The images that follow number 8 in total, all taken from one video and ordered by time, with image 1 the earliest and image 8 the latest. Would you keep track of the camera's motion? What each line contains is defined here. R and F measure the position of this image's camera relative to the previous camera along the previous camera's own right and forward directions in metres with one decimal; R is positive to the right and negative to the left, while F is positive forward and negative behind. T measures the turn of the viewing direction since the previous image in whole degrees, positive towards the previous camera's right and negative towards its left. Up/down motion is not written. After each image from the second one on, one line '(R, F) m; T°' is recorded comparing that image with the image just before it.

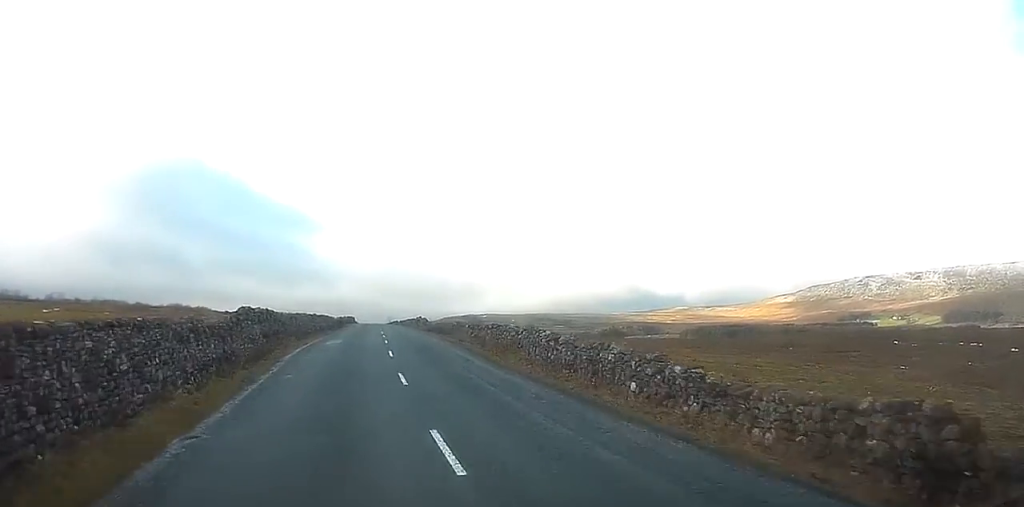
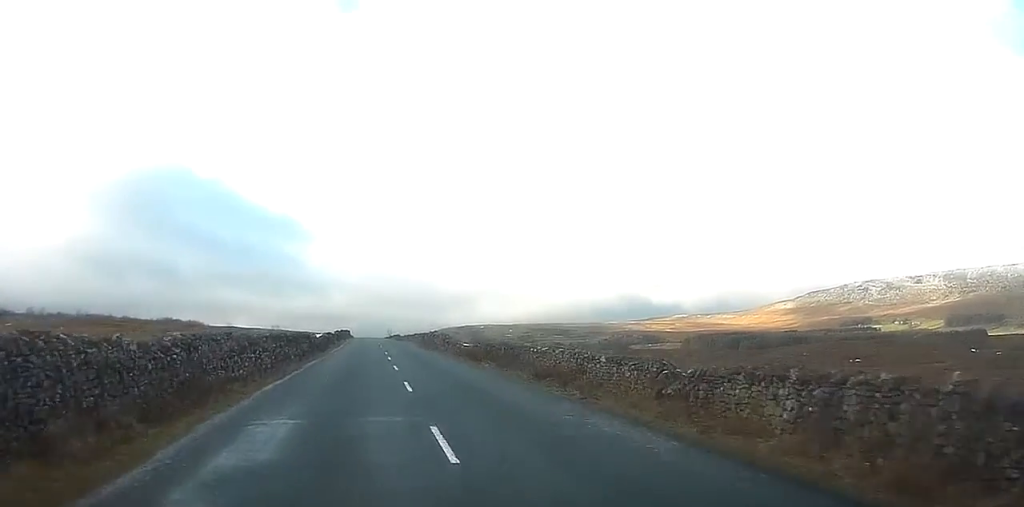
(-0.1, +26.2) m; 0°
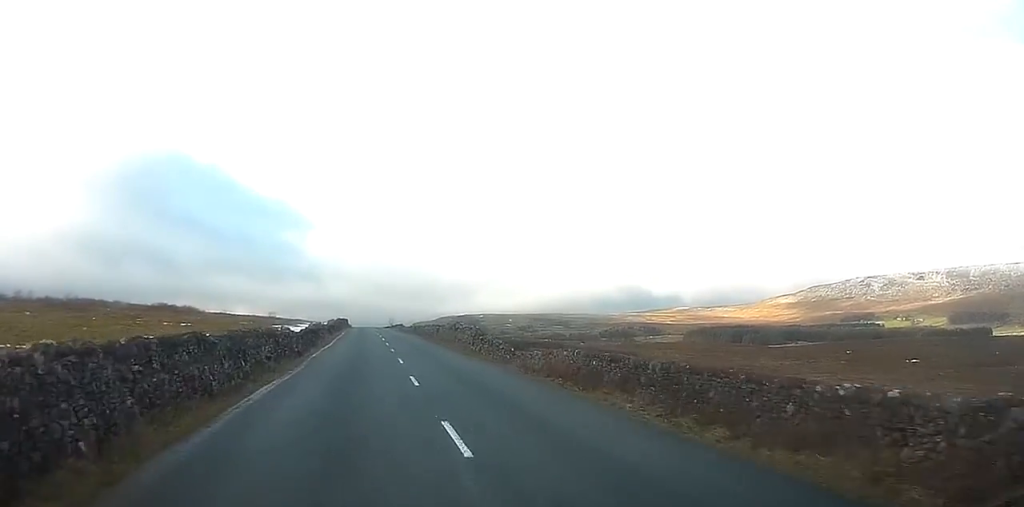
(+0.1, +17.7) m; 0°
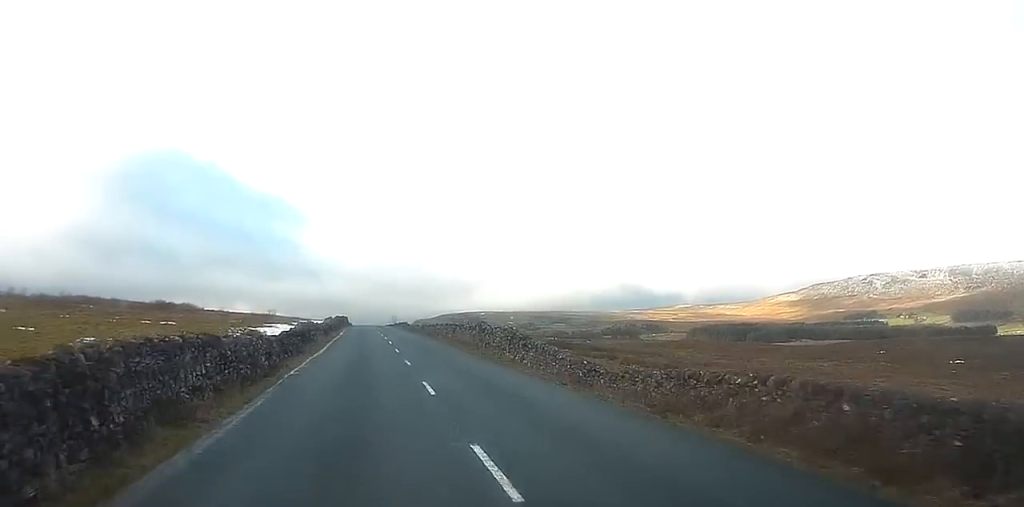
(+0.2, +11.2) m; 0°
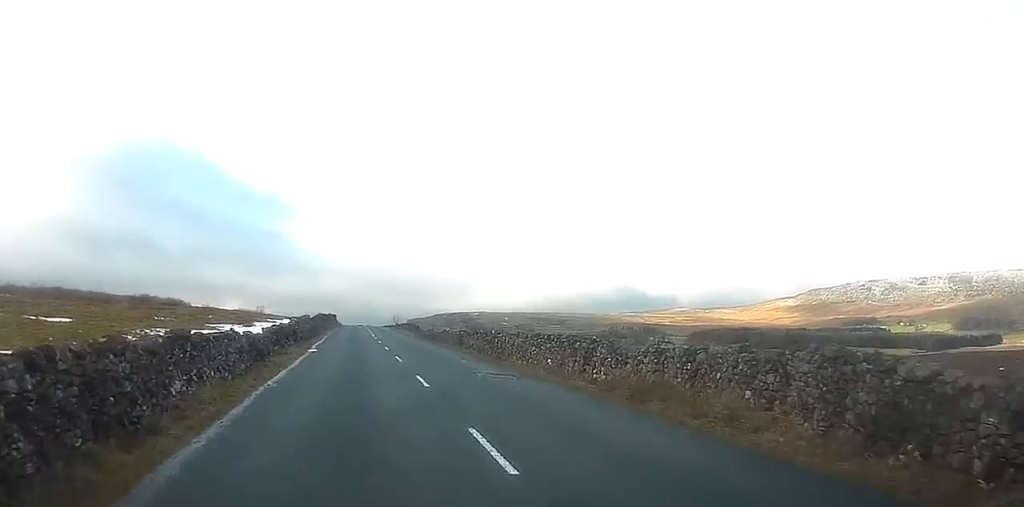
(-0.3, +35.1) m; 0°
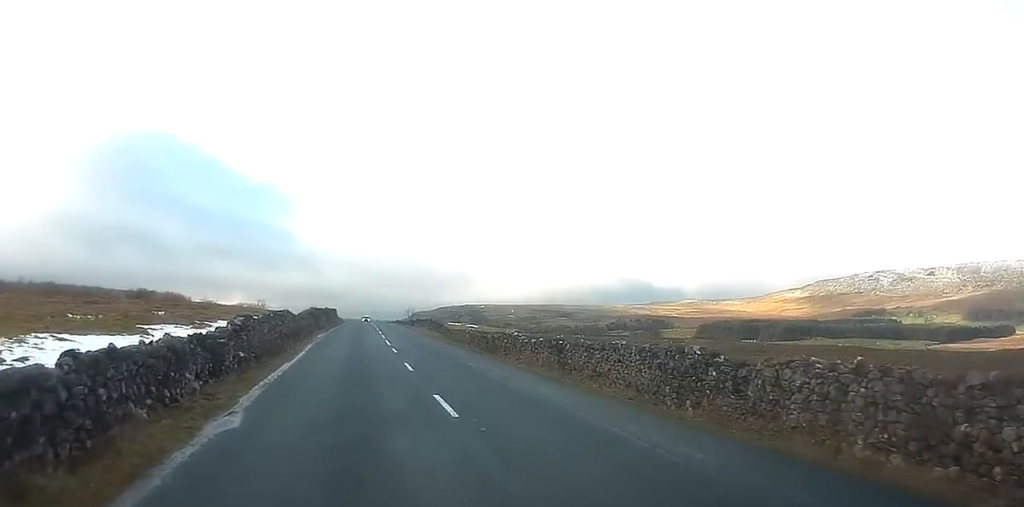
(+0.2, +23.3) m; 0°
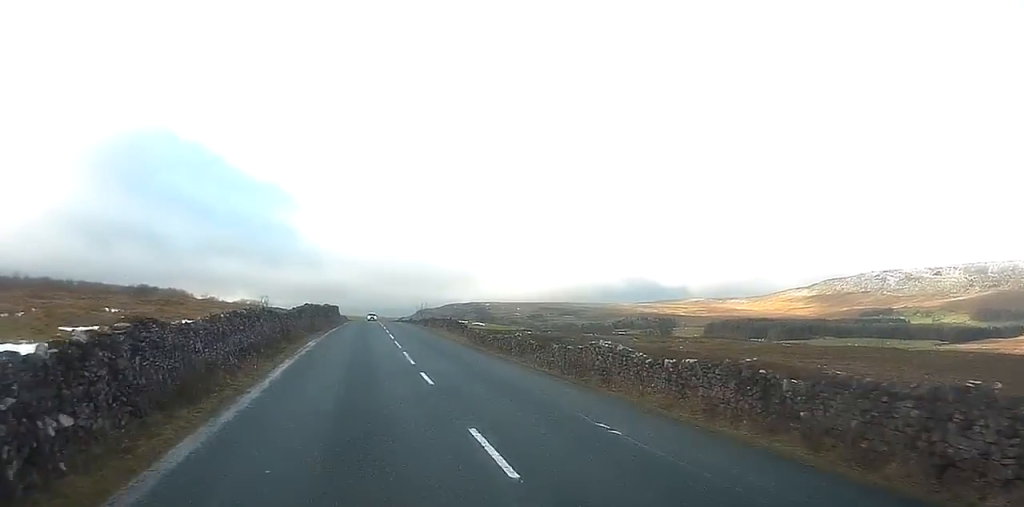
(0.0, +13.2) m; 0°
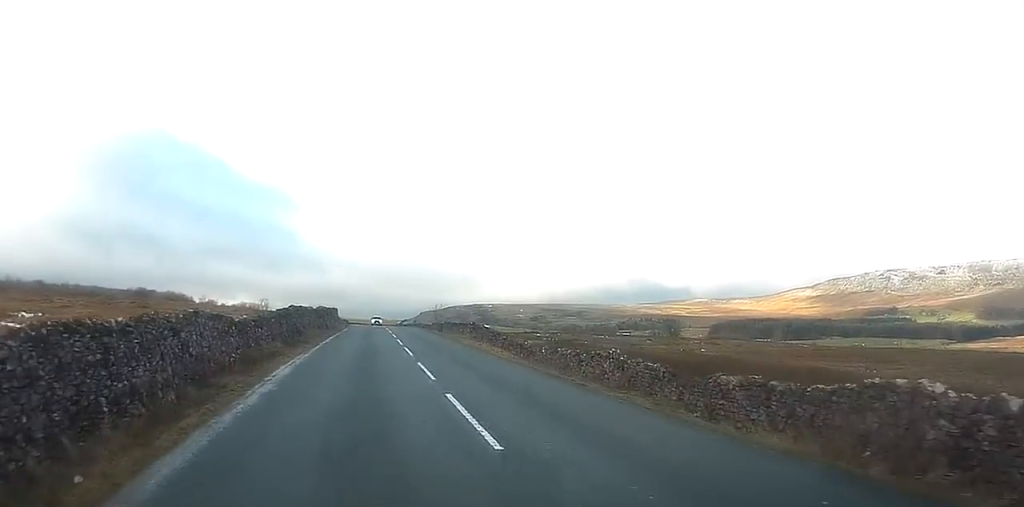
(0.0, +13.5) m; 0°
